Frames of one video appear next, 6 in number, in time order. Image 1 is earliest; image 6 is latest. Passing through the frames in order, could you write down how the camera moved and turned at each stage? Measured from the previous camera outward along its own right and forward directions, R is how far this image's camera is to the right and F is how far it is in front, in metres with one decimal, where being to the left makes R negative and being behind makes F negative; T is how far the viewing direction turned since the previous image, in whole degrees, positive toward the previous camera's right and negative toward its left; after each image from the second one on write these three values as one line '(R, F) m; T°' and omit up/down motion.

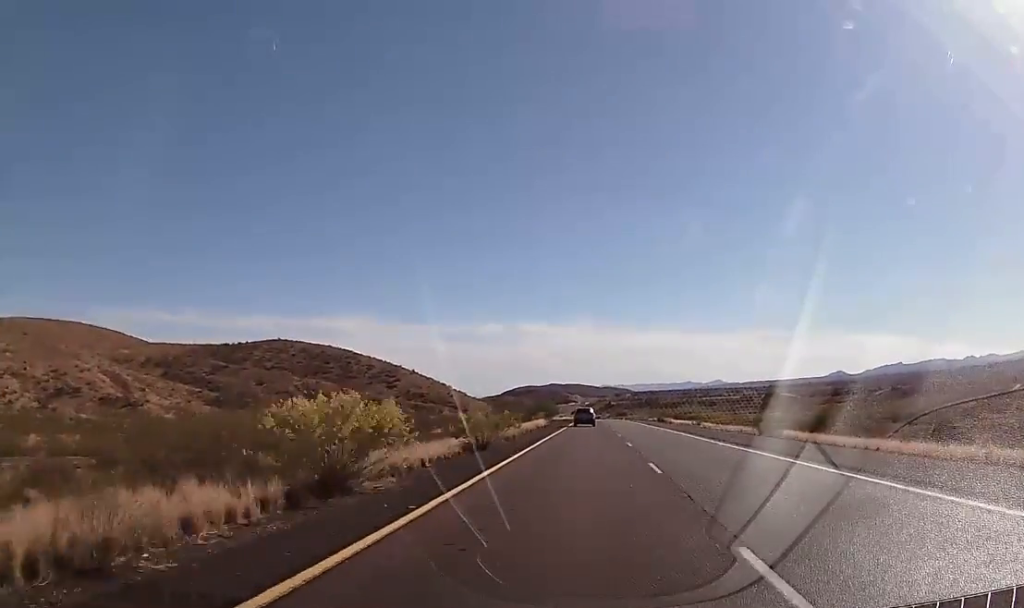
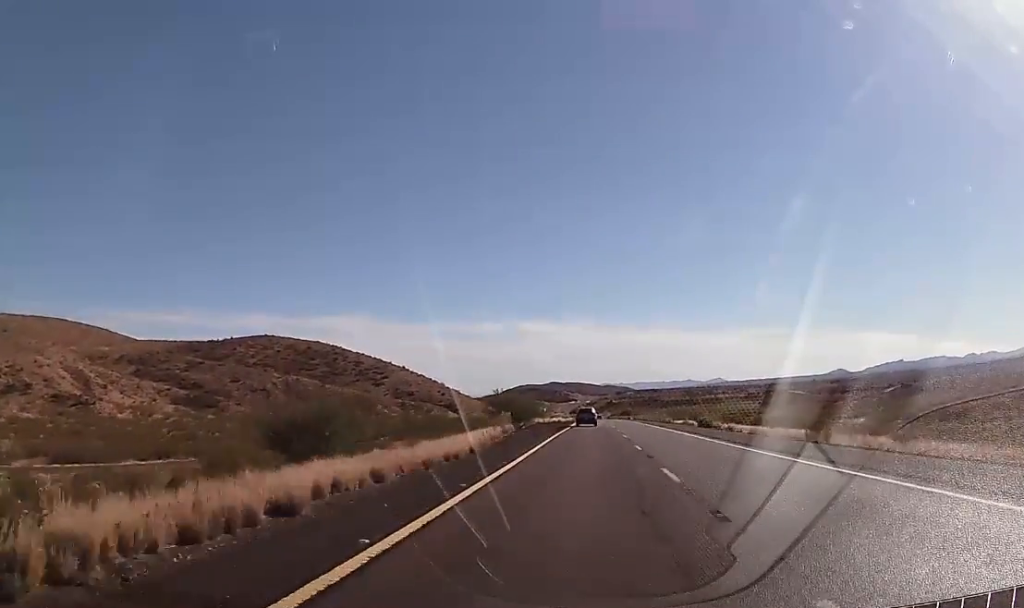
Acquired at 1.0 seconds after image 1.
(0.0, +39.3) m; 0°
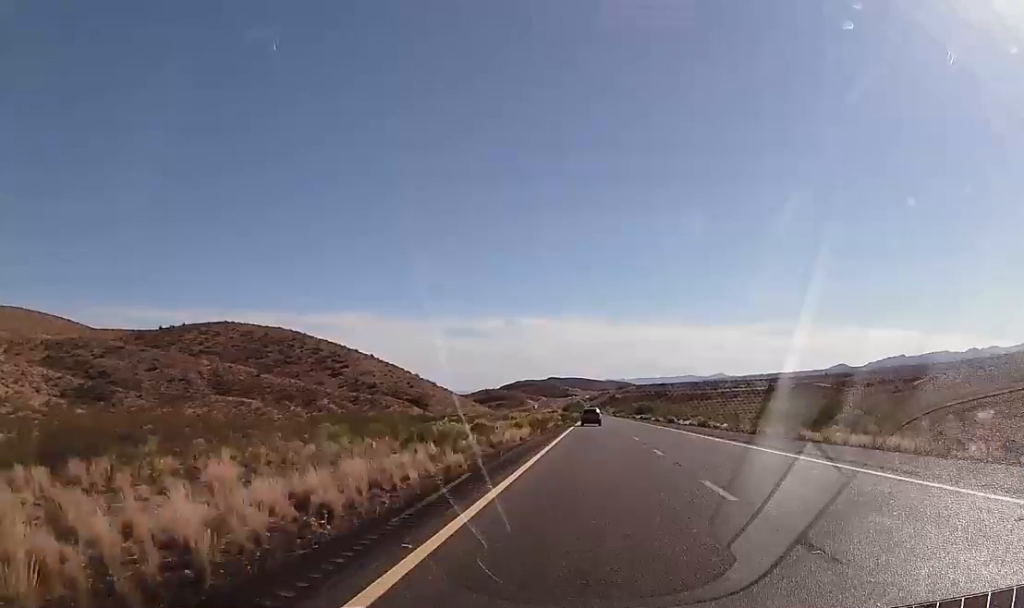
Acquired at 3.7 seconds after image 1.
(+0.2, +100.1) m; 0°
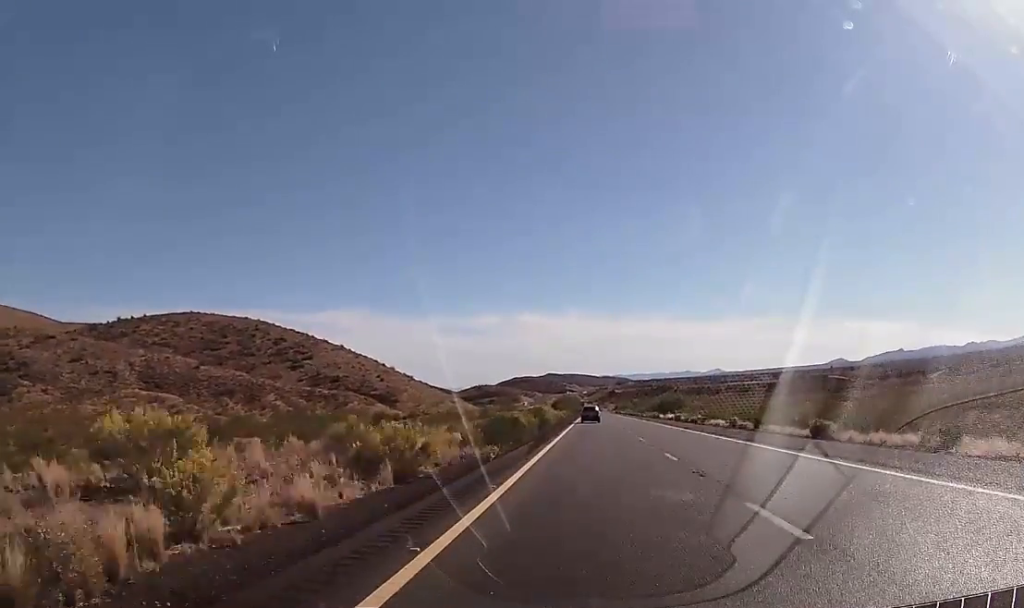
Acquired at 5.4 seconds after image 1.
(0.0, +64.9) m; +1°
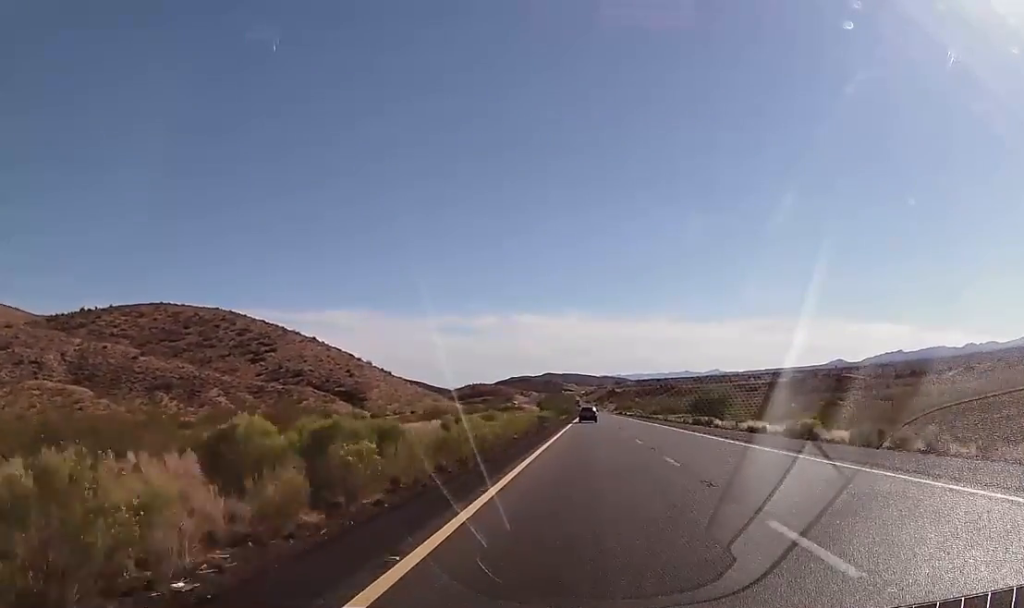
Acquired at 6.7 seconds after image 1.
(+0.4, +50.9) m; 0°
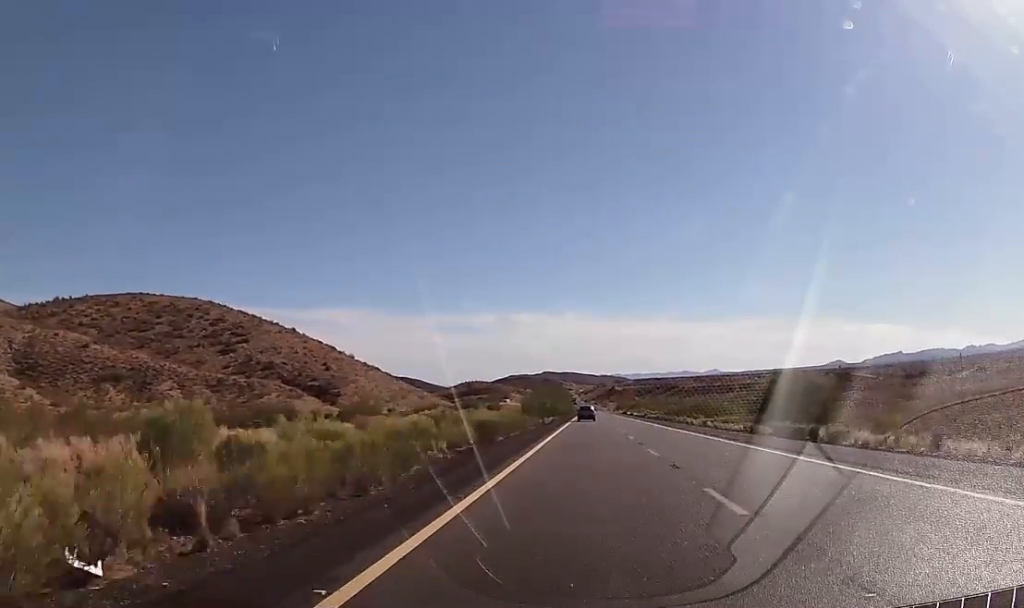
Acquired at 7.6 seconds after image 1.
(-0.3, +33.0) m; 0°
